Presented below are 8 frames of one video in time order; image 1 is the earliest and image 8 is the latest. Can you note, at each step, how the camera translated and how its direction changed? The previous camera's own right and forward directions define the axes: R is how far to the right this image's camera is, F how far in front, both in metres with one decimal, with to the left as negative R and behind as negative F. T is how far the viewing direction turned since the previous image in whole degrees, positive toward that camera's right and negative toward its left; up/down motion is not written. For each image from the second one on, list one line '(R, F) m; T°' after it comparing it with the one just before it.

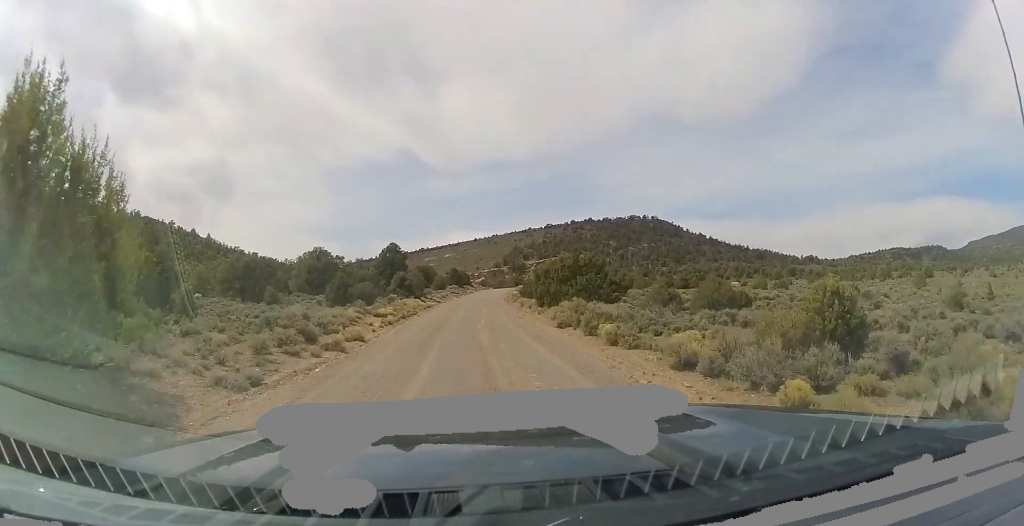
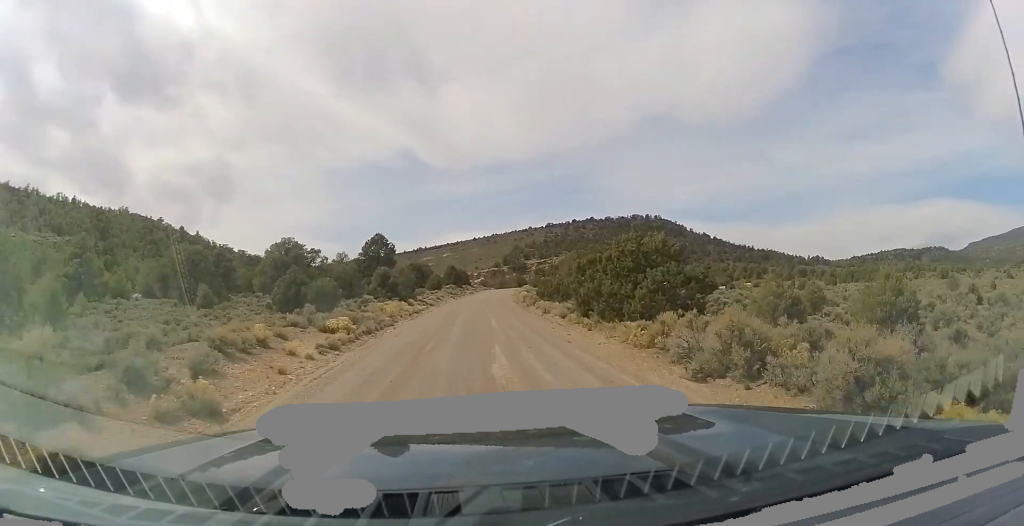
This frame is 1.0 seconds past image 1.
(-0.5, +13.6) m; -3°
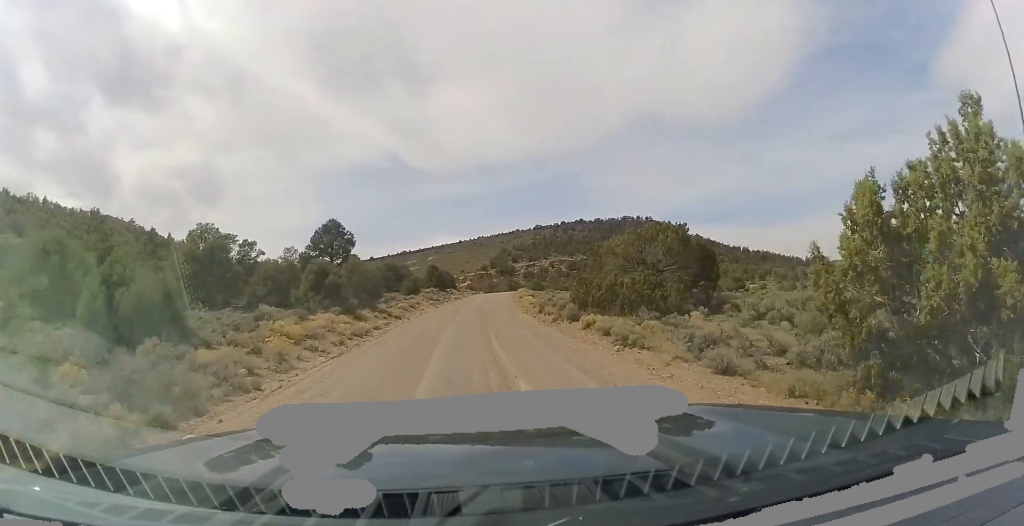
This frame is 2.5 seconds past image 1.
(+0.9, +18.5) m; +6°
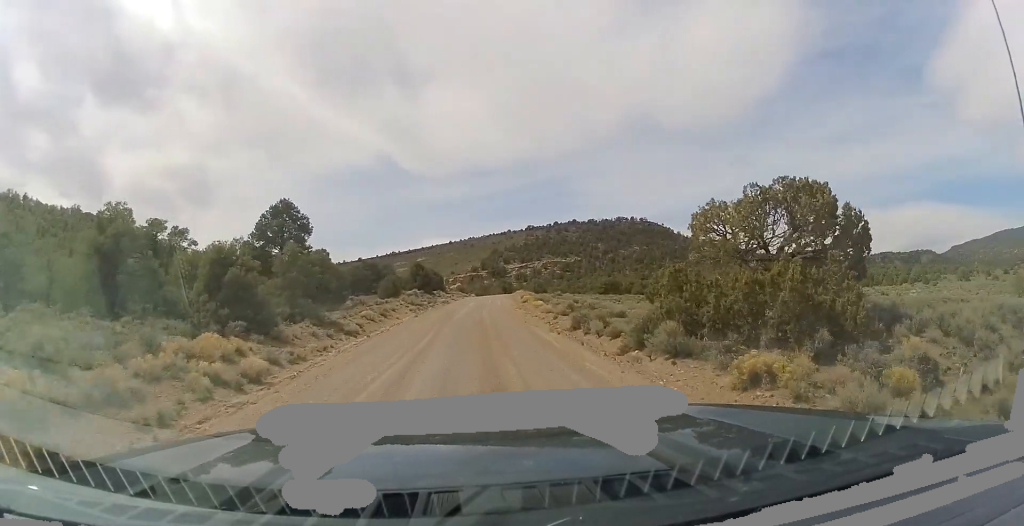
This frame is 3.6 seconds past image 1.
(+0.4, +12.8) m; +2°
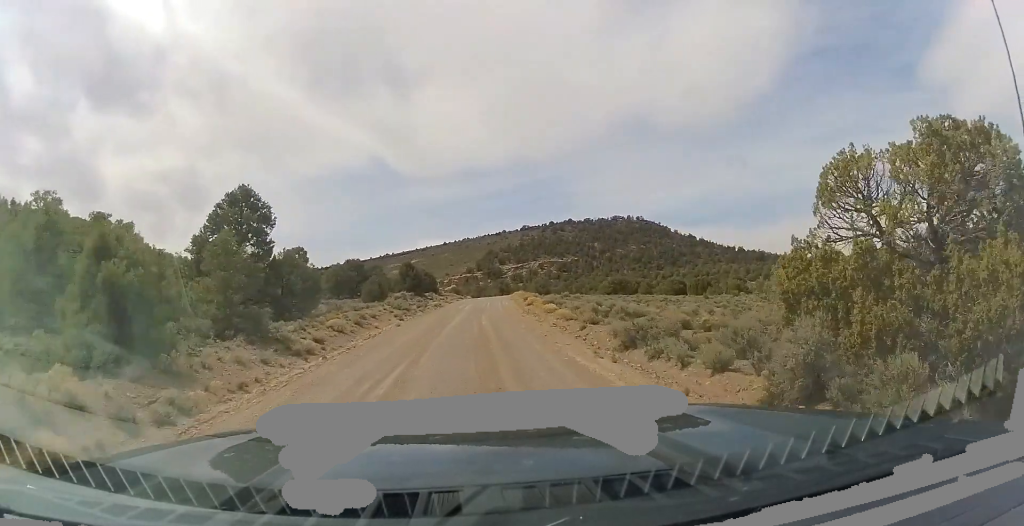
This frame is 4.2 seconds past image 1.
(-0.2, +7.3) m; 0°
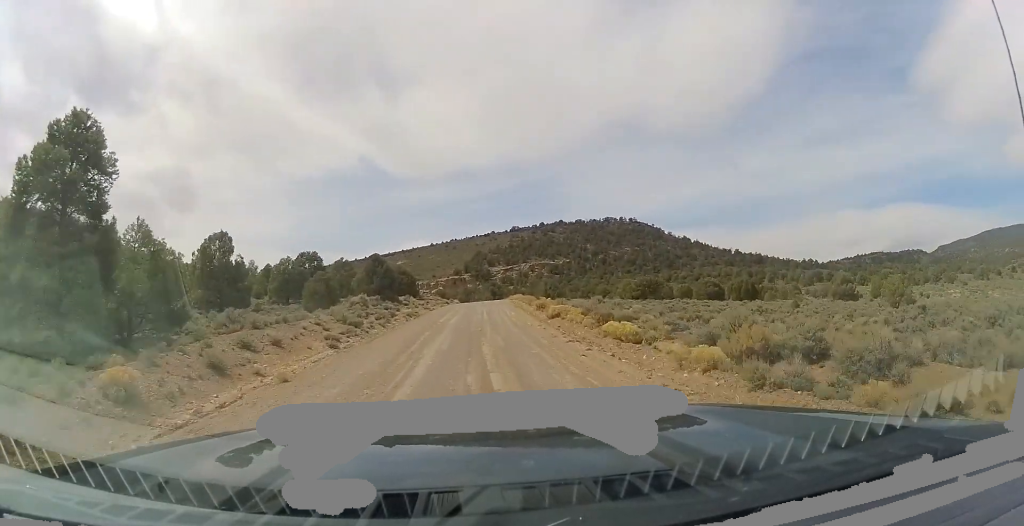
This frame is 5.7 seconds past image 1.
(+0.1, +16.3) m; 0°
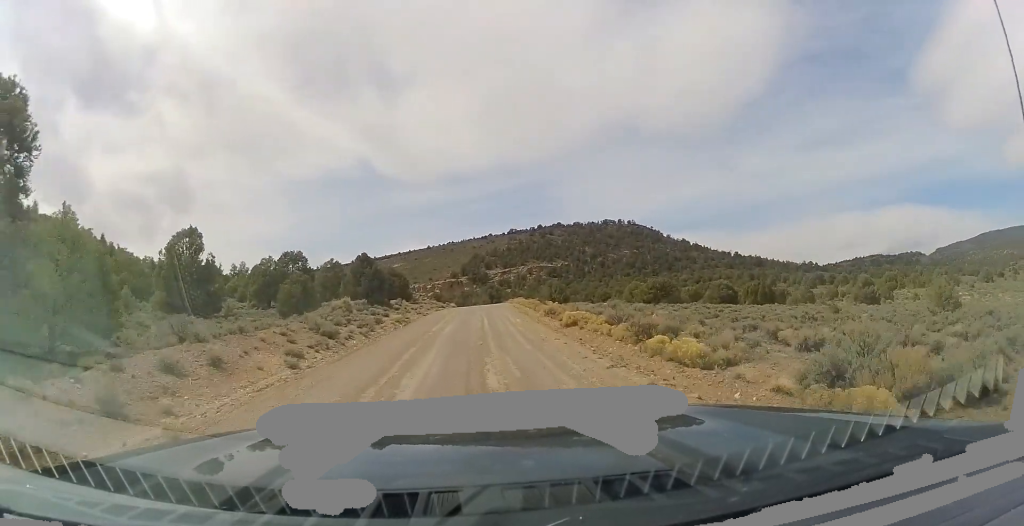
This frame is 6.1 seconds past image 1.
(-0.1, +4.6) m; 0°
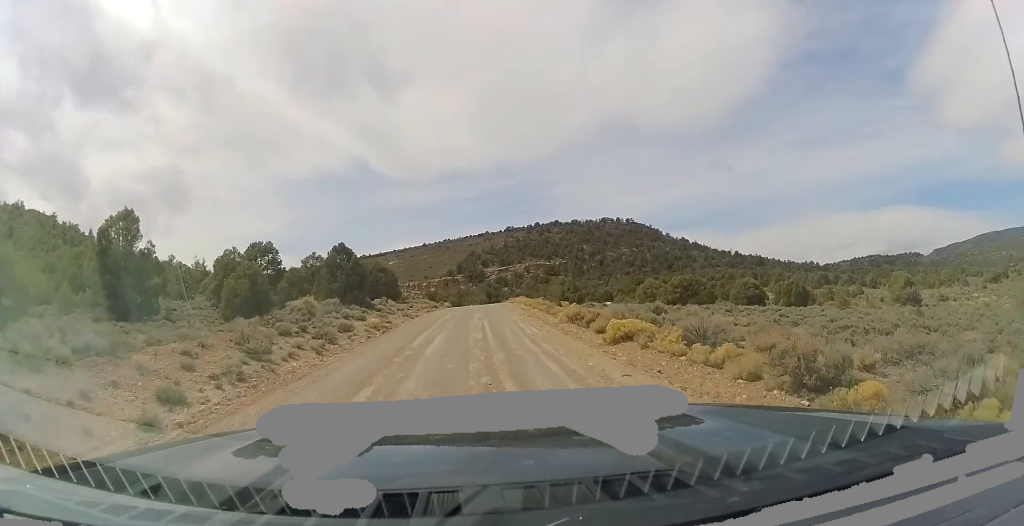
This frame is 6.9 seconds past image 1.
(+0.4, +7.6) m; +1°
